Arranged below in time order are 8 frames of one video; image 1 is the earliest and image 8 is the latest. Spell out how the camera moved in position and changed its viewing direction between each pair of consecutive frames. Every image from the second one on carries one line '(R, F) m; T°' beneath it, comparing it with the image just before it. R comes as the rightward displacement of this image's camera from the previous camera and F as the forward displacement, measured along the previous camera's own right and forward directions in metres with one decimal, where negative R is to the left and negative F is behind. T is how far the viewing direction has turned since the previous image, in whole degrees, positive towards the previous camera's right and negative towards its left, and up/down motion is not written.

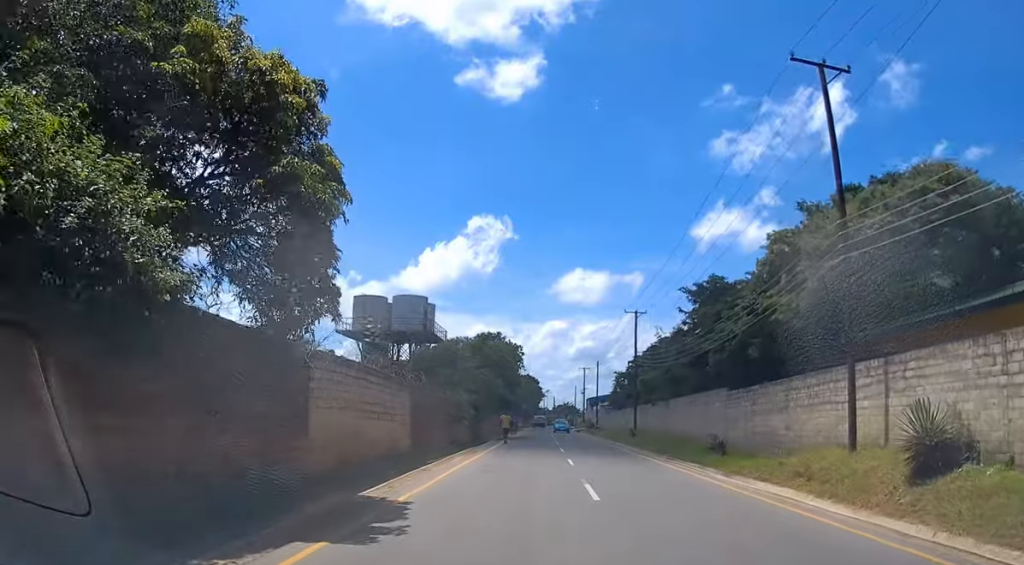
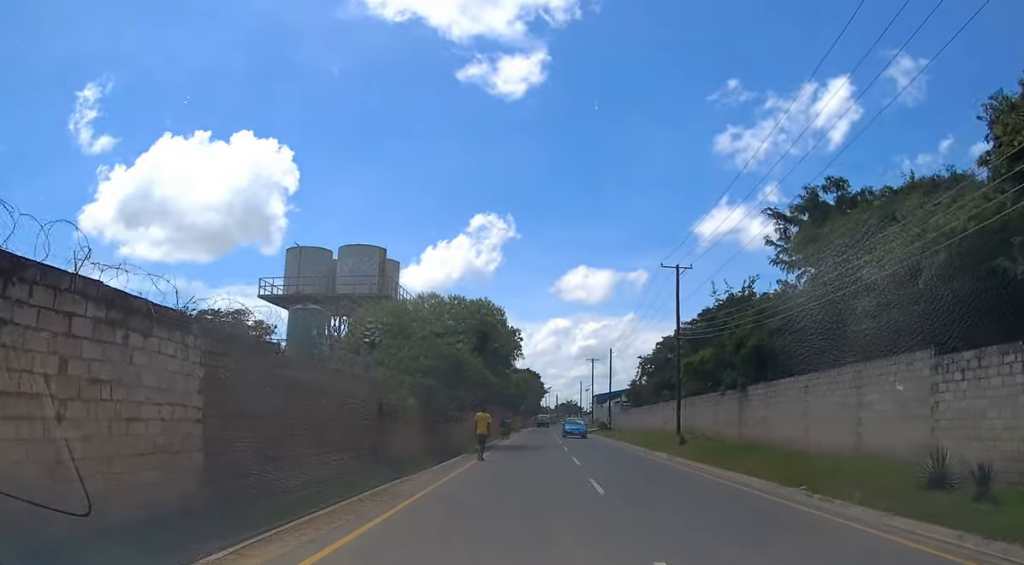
(0.0, +17.1) m; -1°
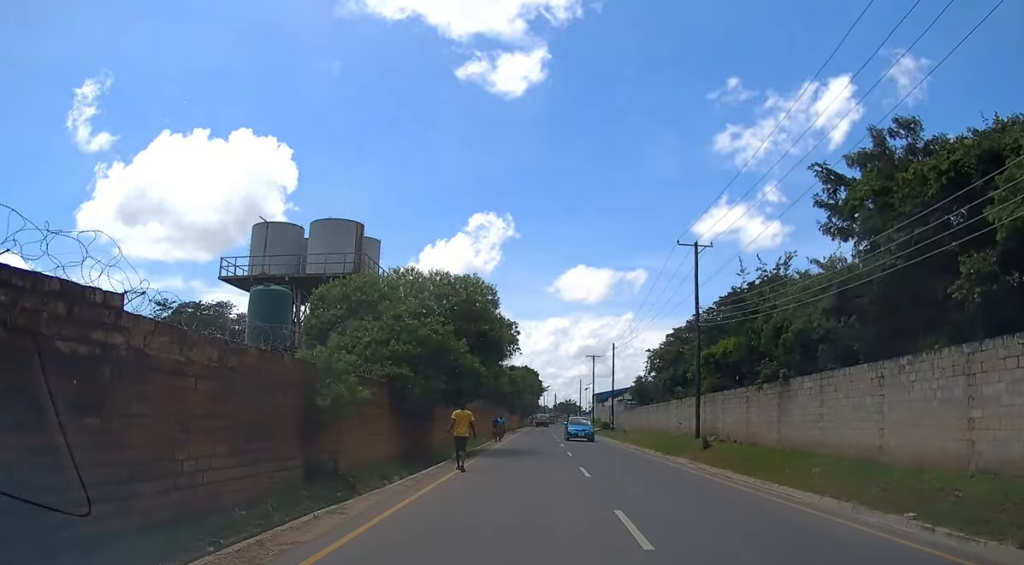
(0.0, +5.4) m; 0°
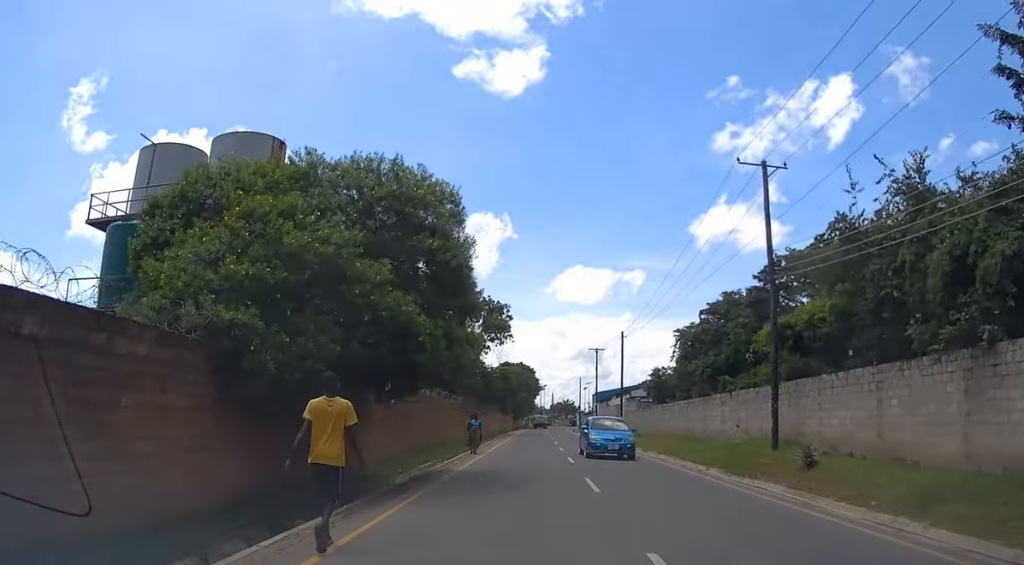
(0.0, +12.2) m; 0°
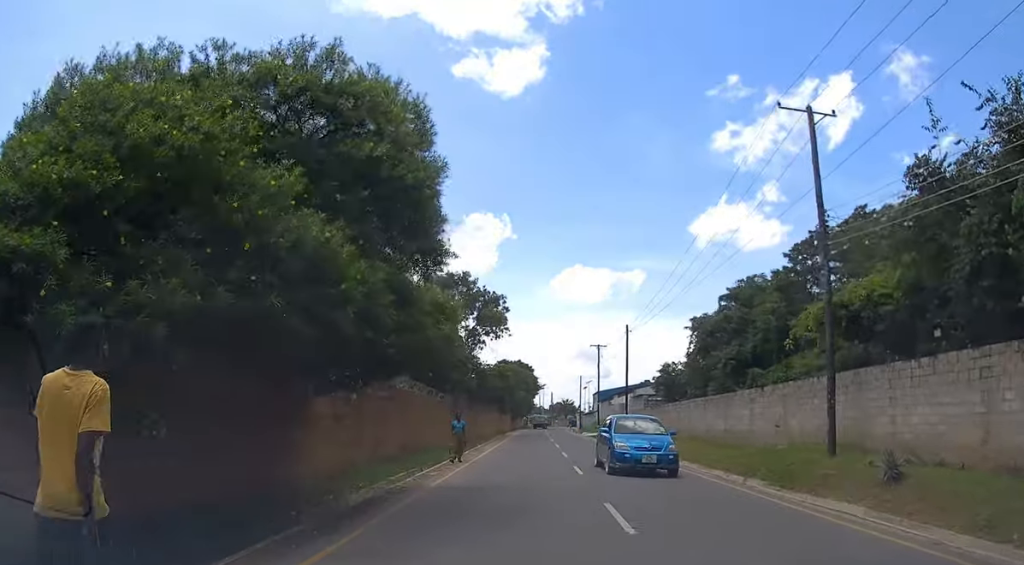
(+0.1, +4.8) m; 0°
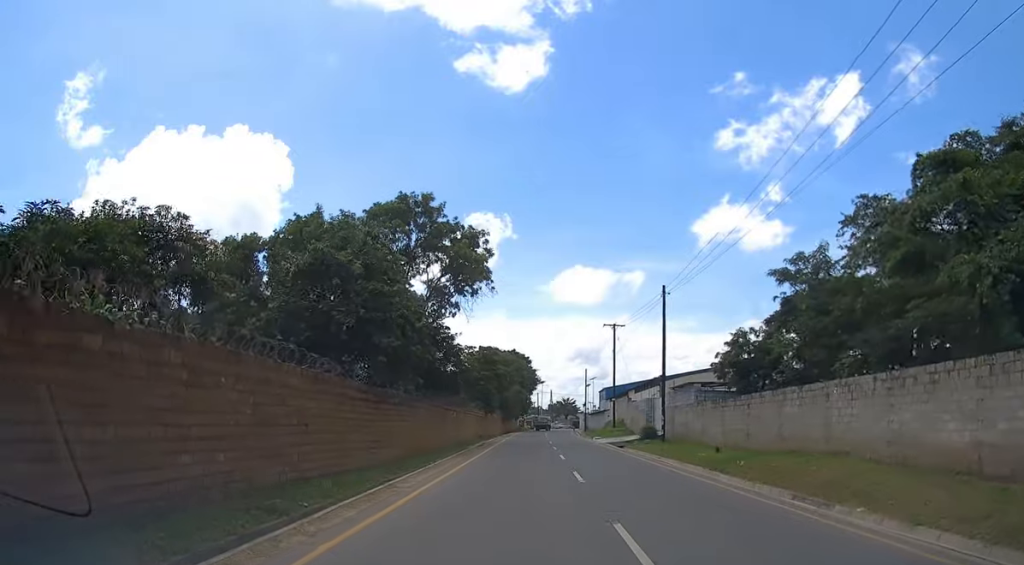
(-0.1, +20.3) m; 0°
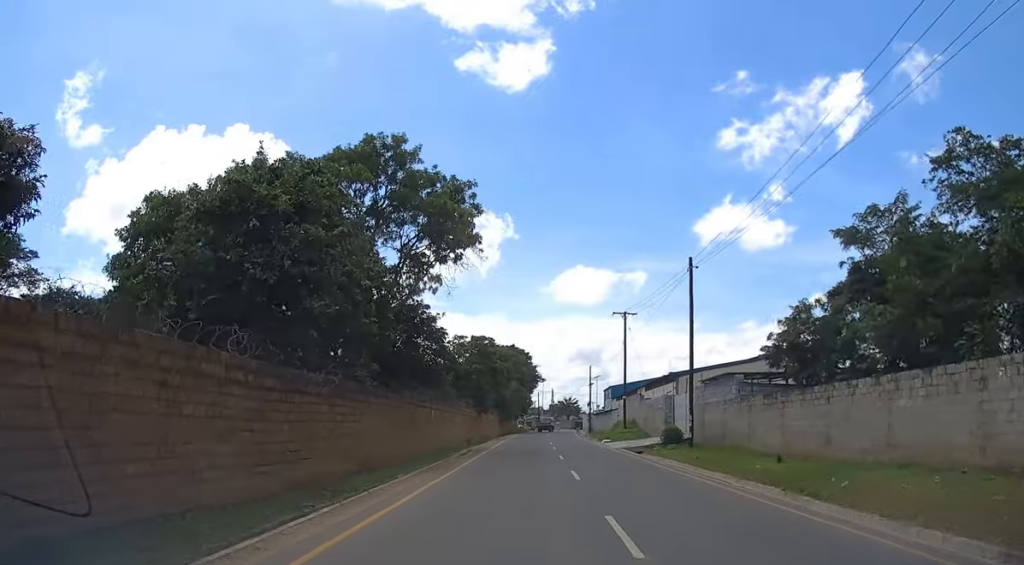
(0.0, +8.2) m; 0°
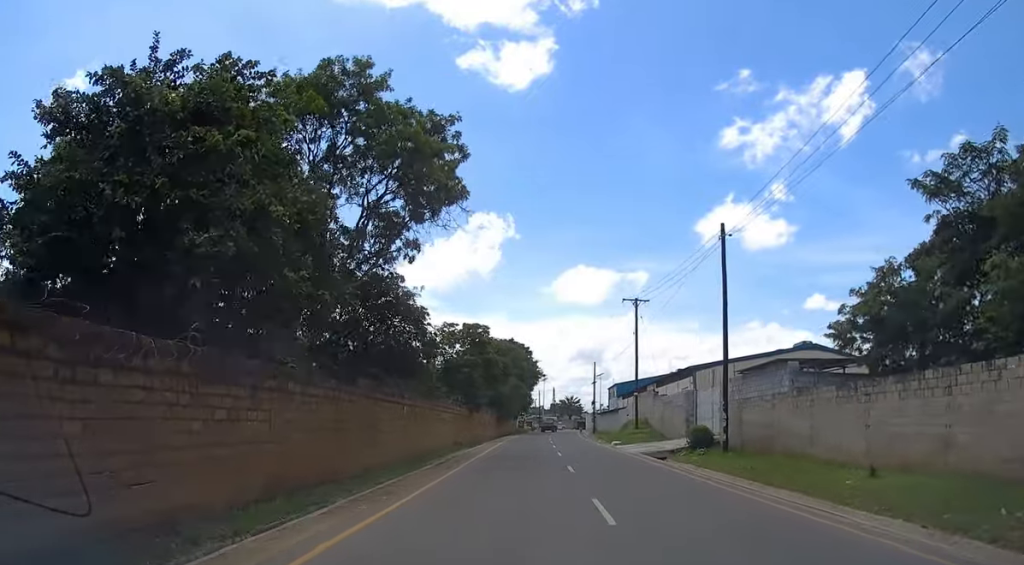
(0.0, +6.7) m; 0°
